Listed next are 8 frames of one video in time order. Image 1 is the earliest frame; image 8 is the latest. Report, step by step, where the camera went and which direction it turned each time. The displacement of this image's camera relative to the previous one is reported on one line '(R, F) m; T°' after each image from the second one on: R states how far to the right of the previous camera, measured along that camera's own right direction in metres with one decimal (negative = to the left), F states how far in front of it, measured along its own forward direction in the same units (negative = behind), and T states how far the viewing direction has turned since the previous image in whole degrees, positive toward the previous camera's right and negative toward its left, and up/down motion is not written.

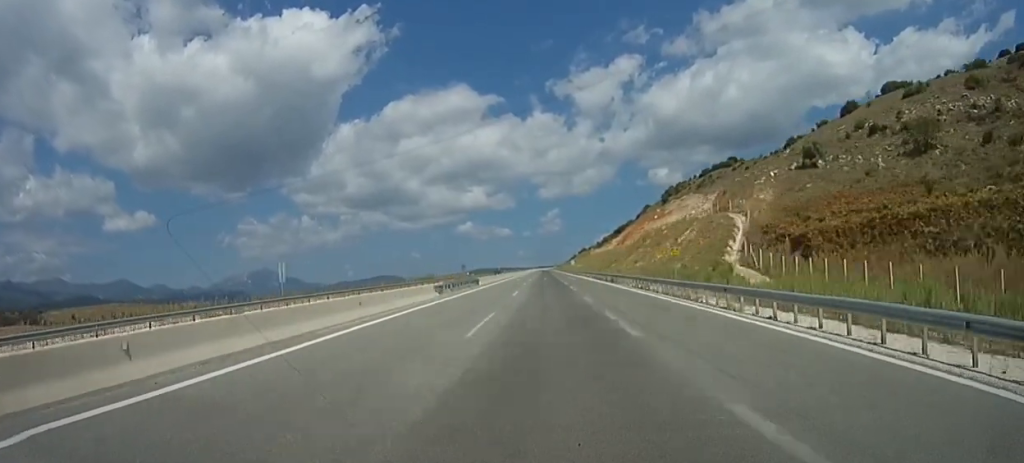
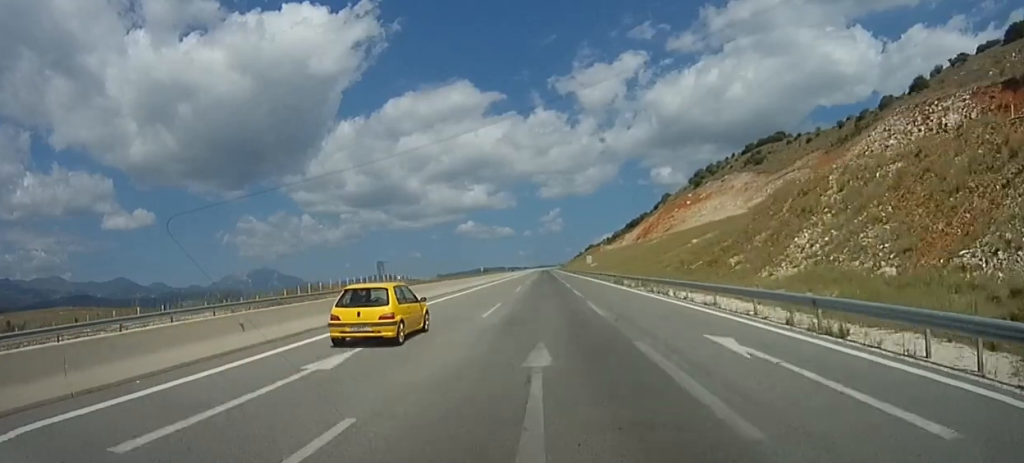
(+0.2, +65.0) m; -1°
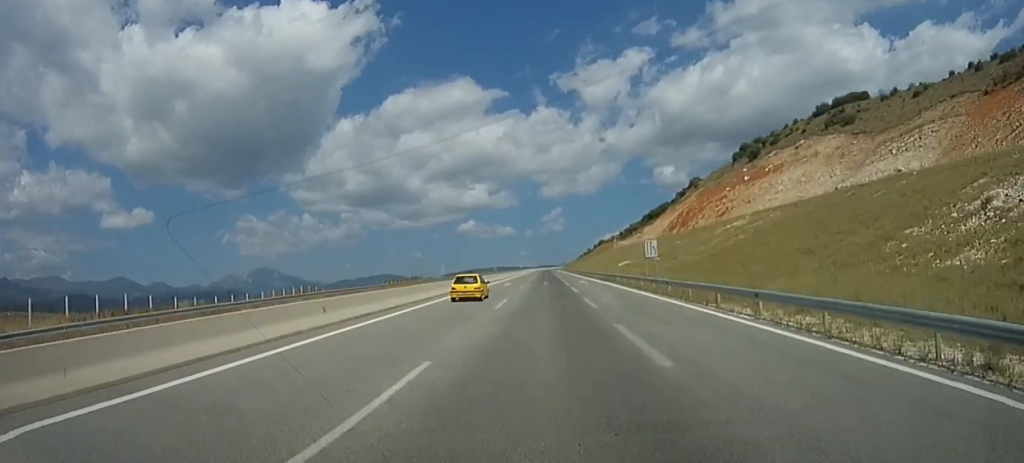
(-0.6, +63.0) m; -1°
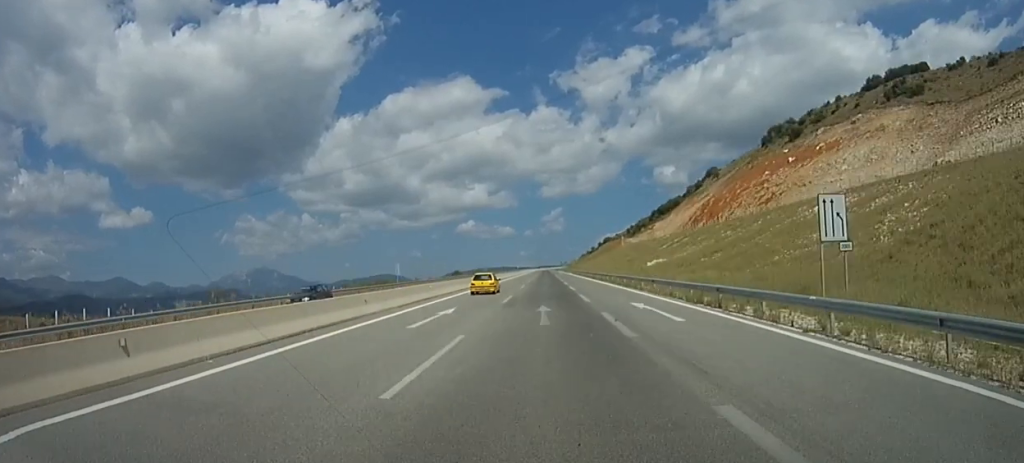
(0.0, +27.9) m; 0°
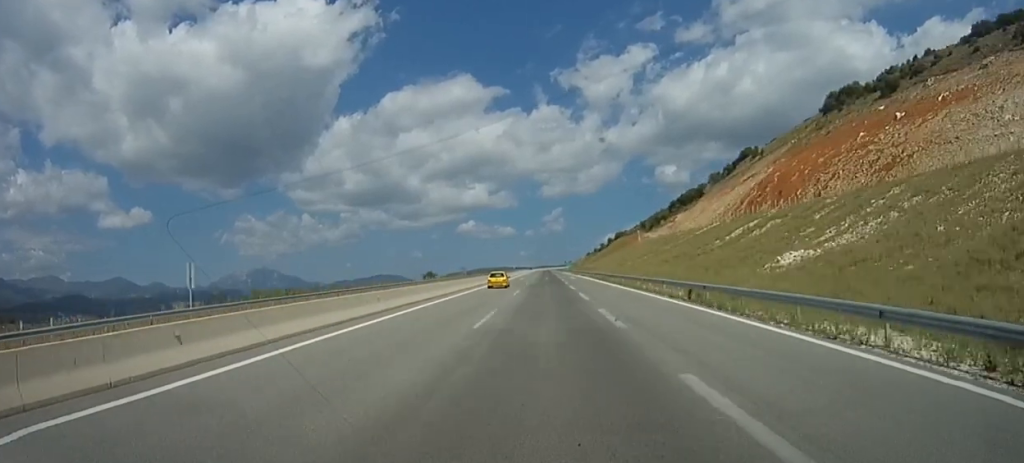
(-0.1, +39.4) m; +1°
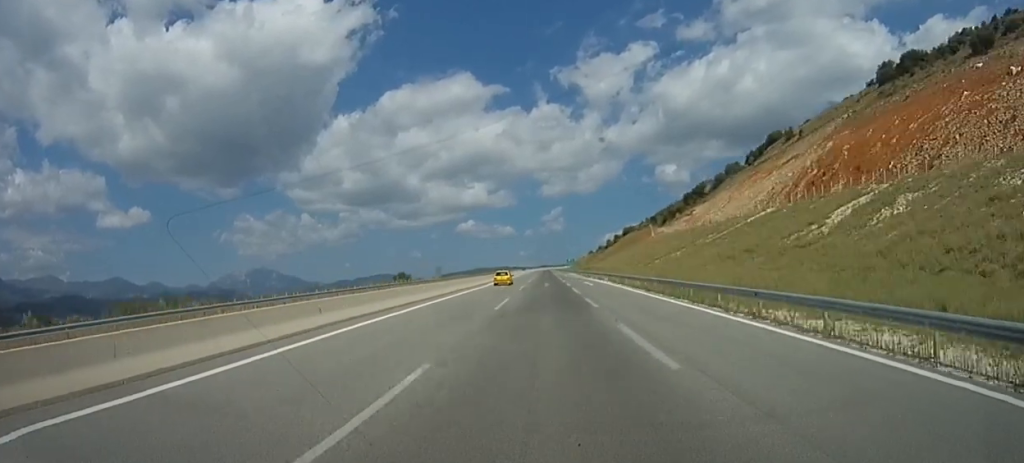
(+0.3, +26.1) m; 0°
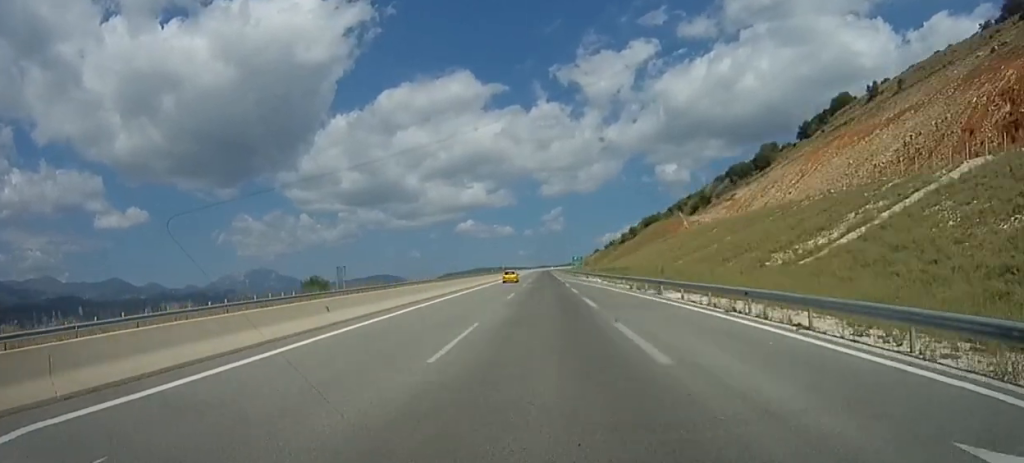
(+0.2, +46.6) m; 0°
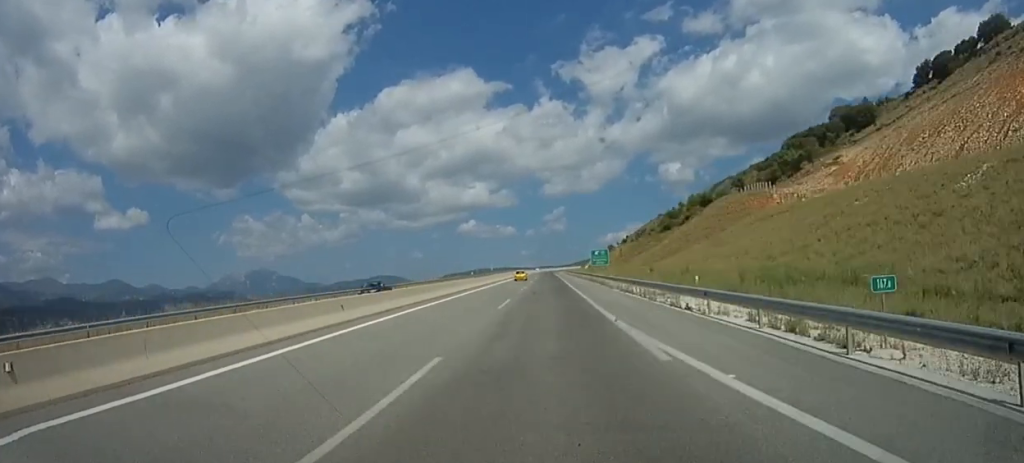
(-0.3, +69.1) m; -1°
